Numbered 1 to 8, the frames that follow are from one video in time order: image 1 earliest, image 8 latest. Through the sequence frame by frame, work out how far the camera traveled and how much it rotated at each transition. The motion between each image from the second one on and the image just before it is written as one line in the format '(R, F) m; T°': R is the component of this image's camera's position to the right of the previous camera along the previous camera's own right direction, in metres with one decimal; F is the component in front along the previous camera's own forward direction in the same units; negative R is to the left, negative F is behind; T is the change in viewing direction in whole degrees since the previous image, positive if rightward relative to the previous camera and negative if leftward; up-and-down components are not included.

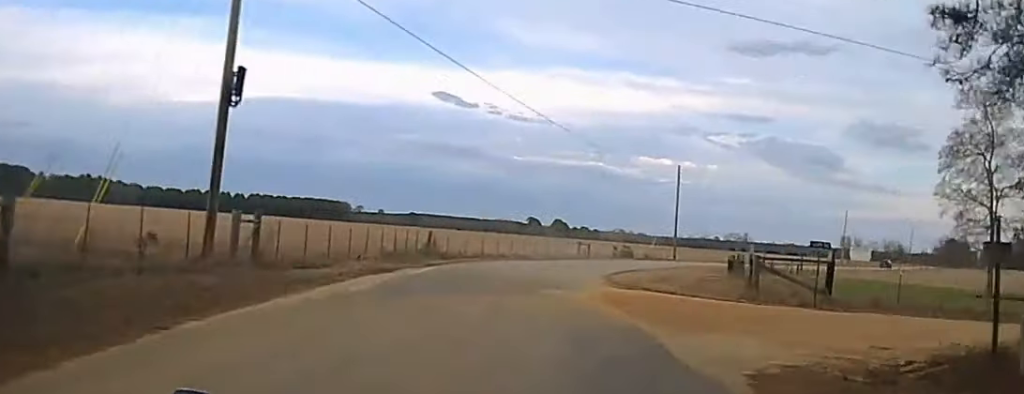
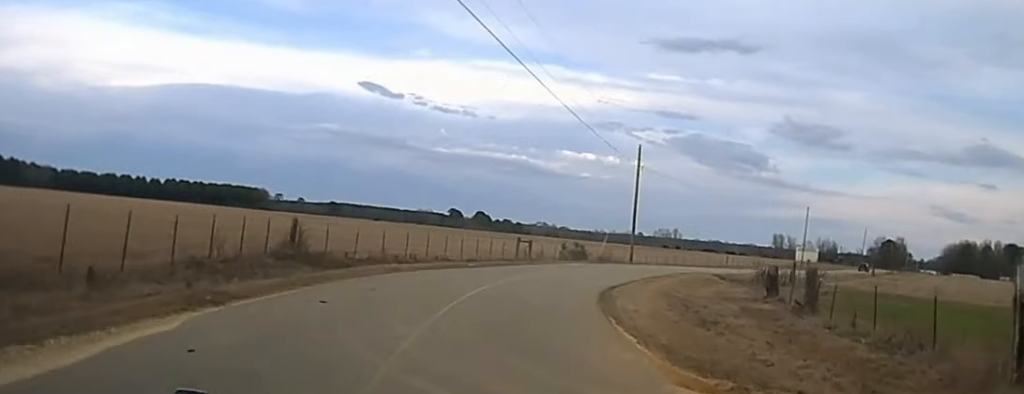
(+0.2, +20.6) m; +3°
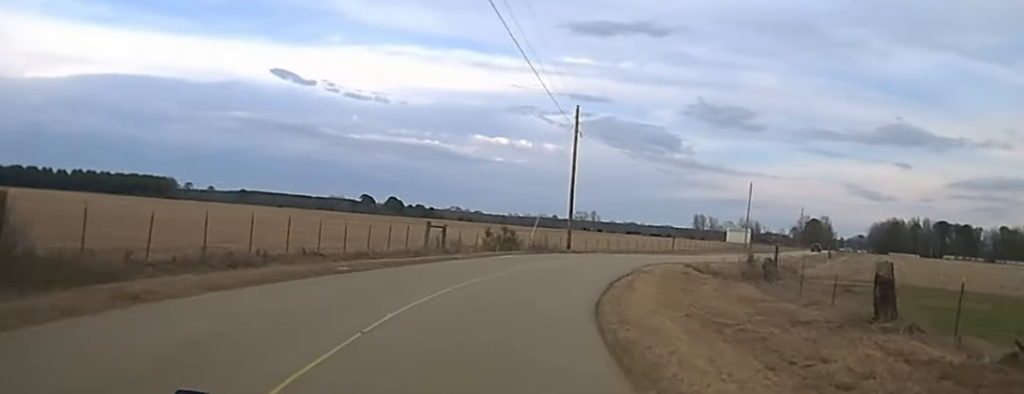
(+0.4, +17.9) m; +5°
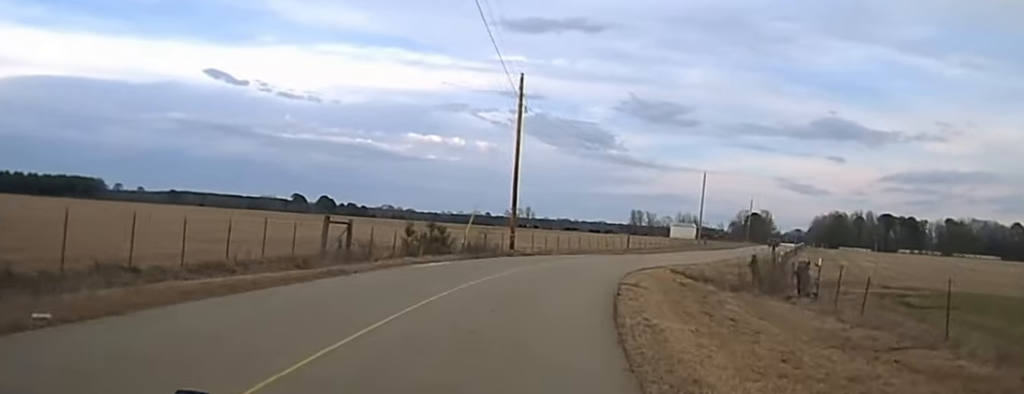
(+0.5, +13.3) m; +4°
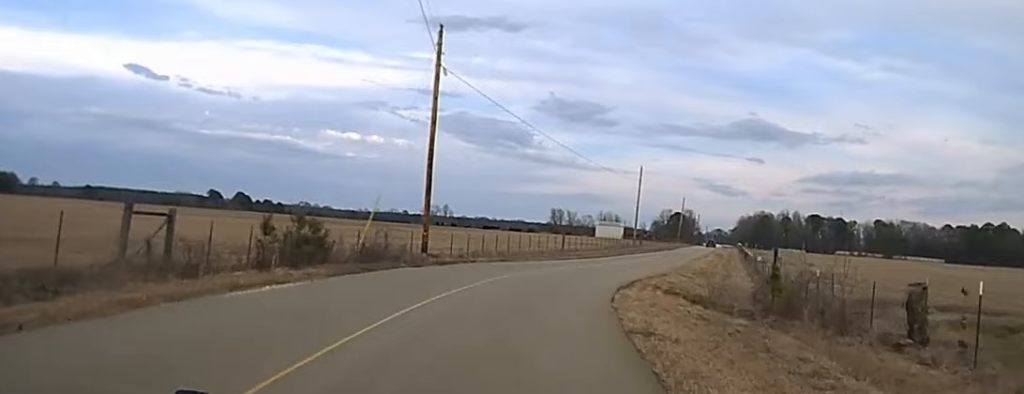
(+0.6, +13.2) m; +4°
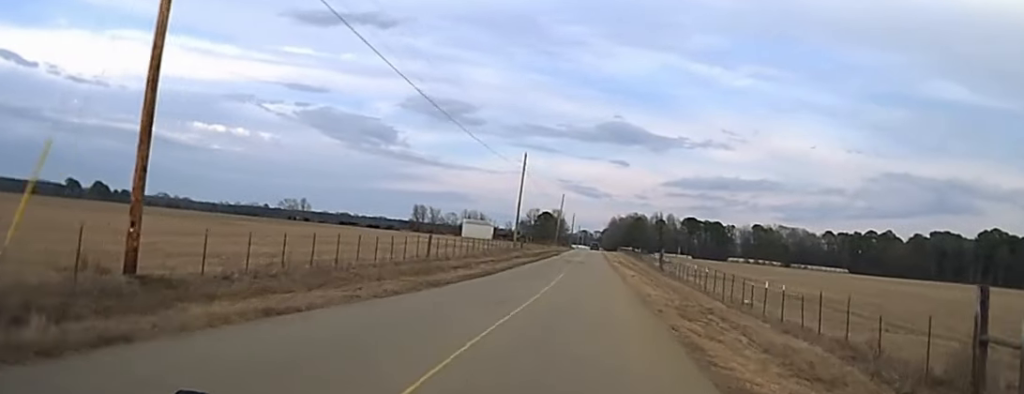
(+1.7, +26.7) m; +7°
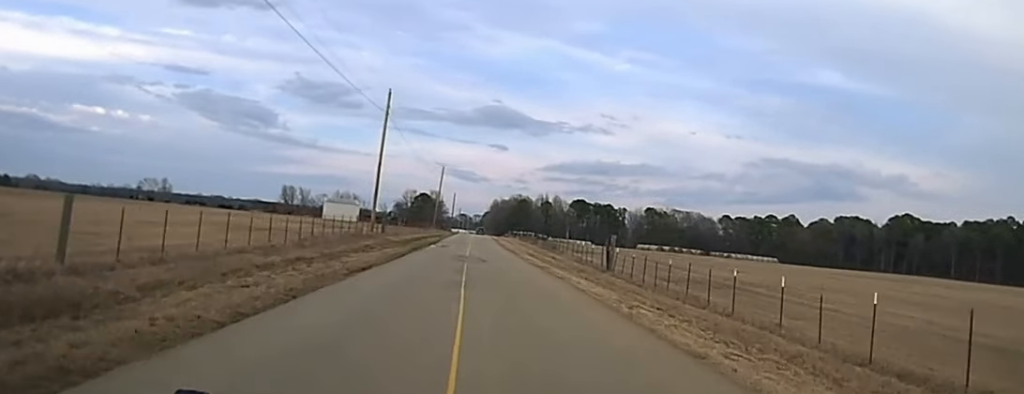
(+2.4, +34.4) m; +6°
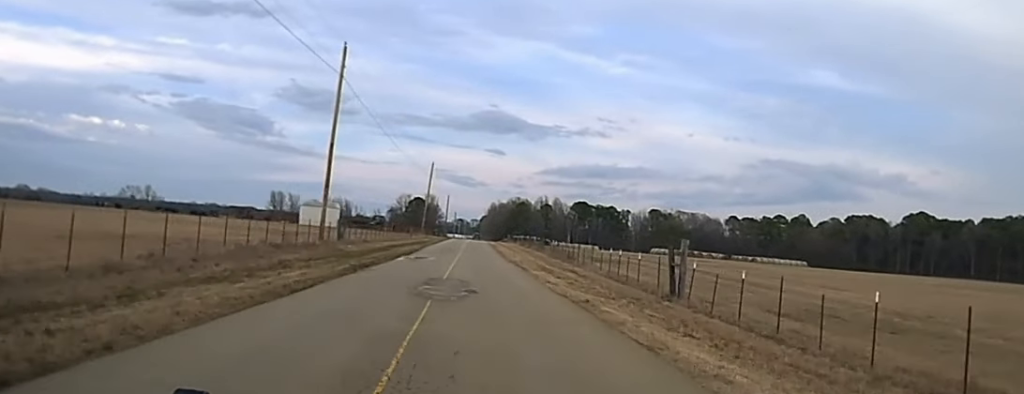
(+0.8, +19.6) m; +2°
